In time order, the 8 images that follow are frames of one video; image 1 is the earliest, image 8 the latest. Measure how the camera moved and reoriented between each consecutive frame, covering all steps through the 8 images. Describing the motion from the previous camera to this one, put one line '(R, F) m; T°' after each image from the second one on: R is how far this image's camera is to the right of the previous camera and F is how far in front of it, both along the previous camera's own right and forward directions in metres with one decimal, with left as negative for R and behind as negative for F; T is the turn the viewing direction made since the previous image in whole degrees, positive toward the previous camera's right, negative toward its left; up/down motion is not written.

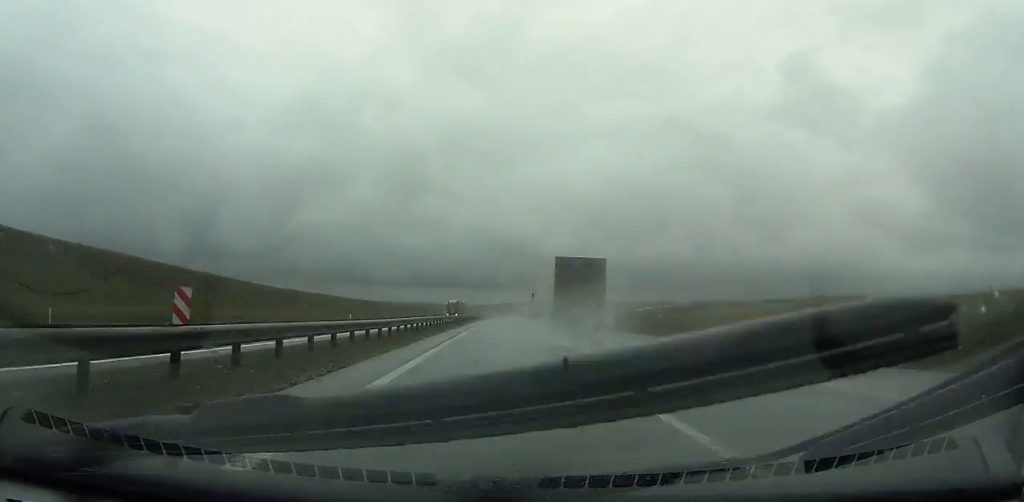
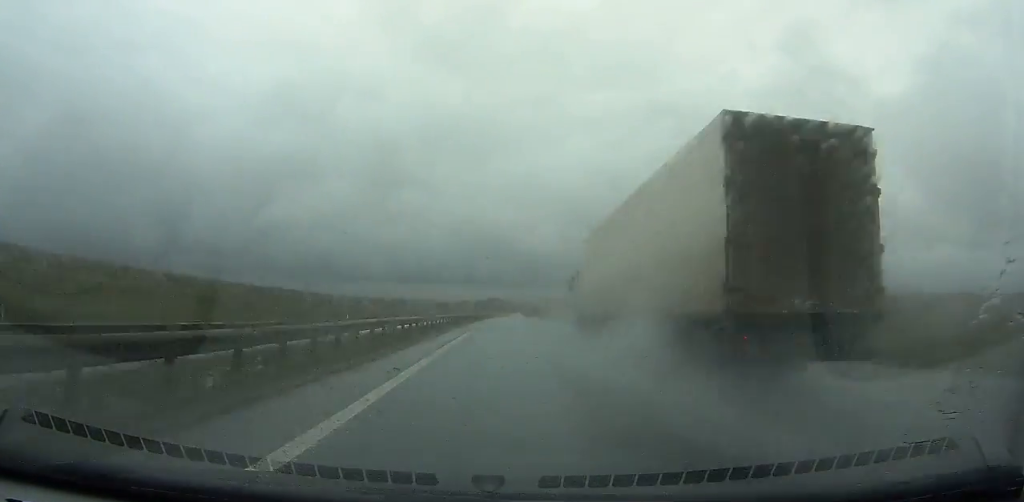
(+1.7, +104.1) m; +2°
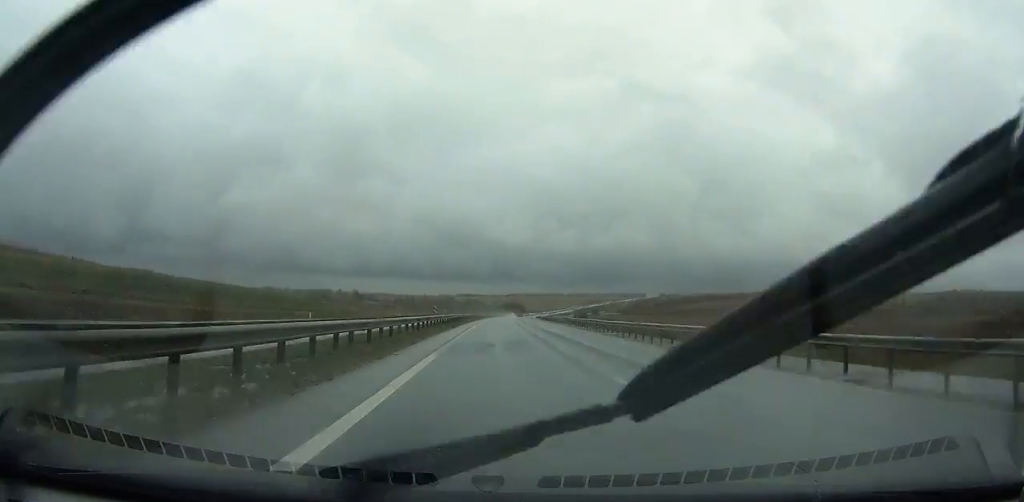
(+2.2, +109.4) m; +2°
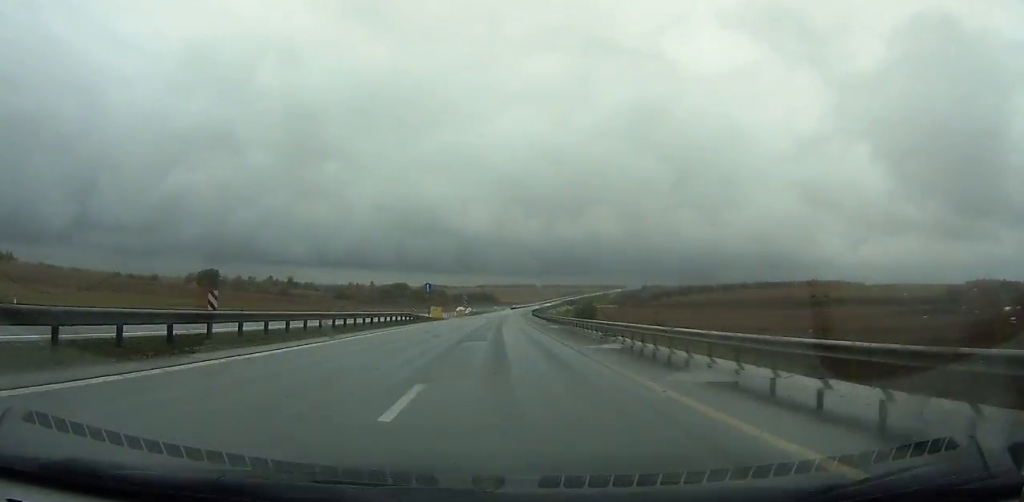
(+6.1, +179.4) m; +3°
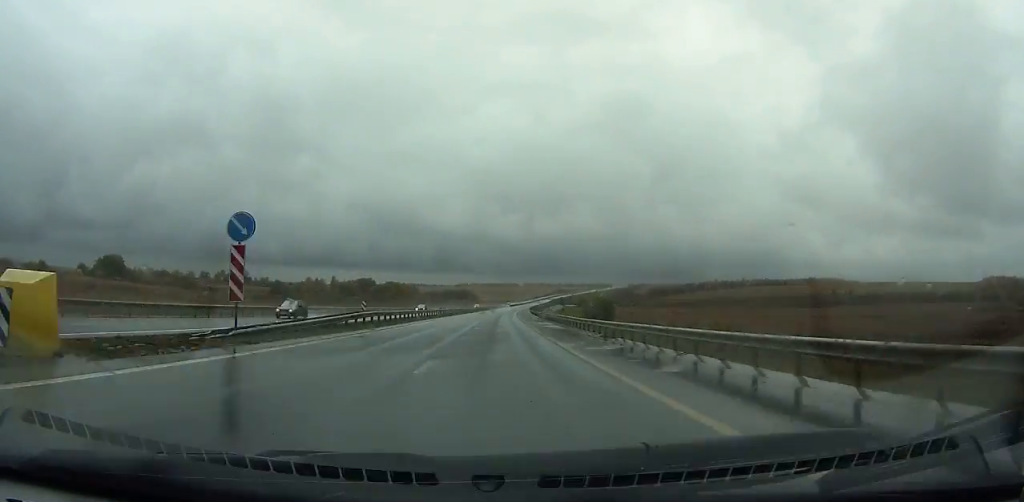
(+0.7, +92.0) m; +1°
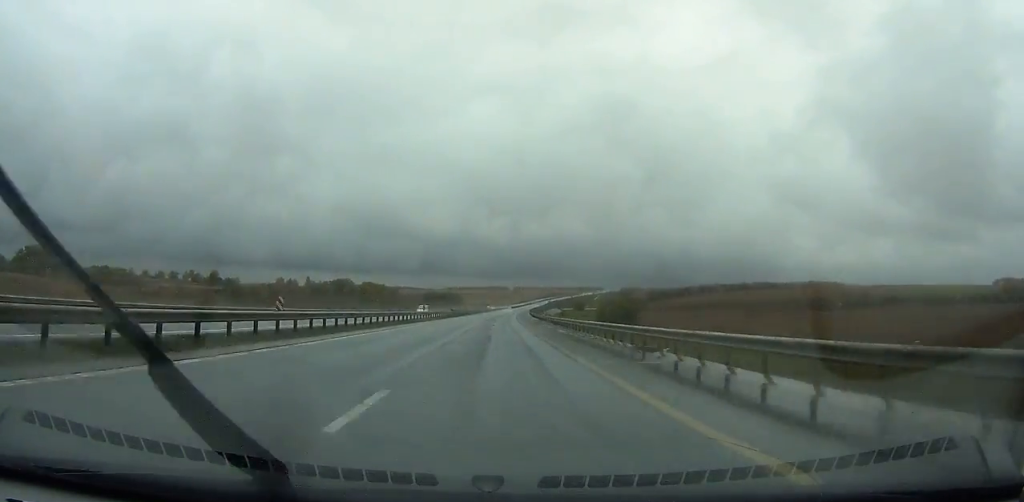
(+0.4, +54.1) m; +1°
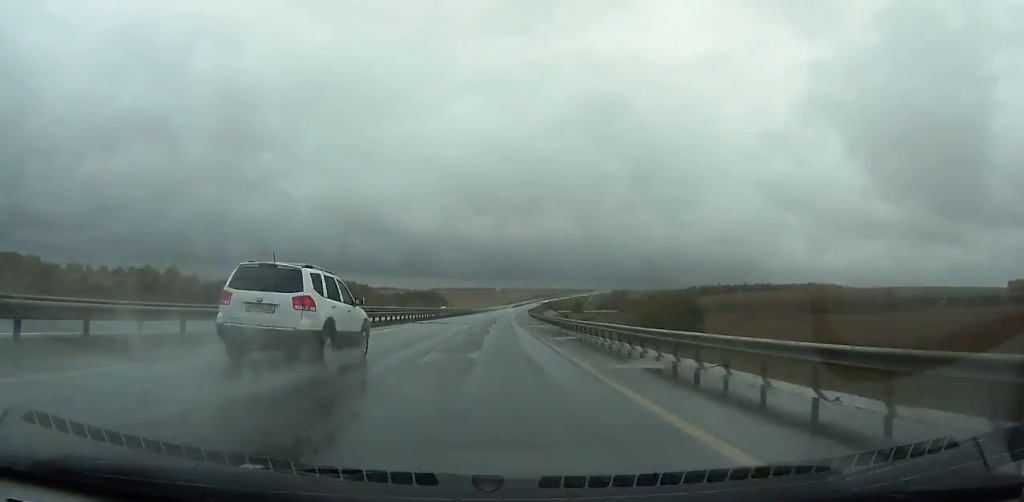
(+1.0, +65.3) m; +1°
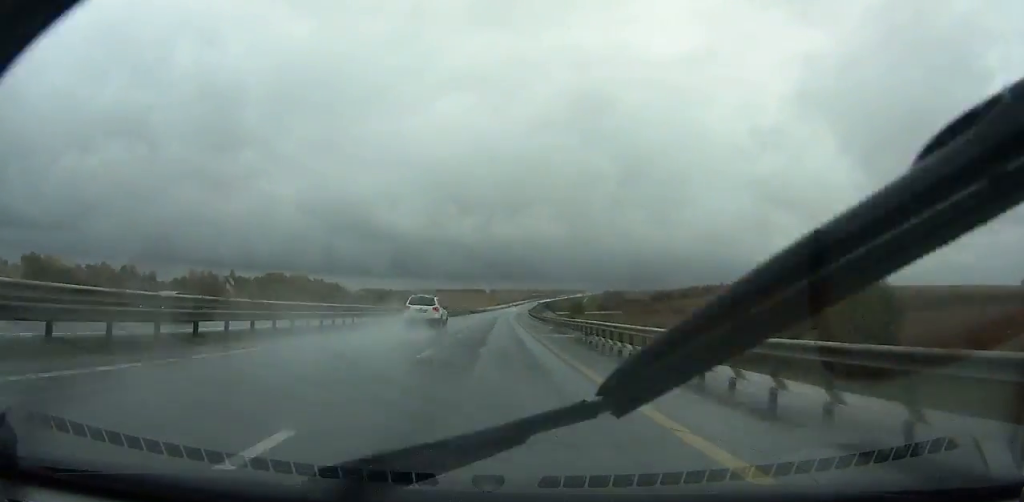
(+0.5, +58.9) m; +1°
